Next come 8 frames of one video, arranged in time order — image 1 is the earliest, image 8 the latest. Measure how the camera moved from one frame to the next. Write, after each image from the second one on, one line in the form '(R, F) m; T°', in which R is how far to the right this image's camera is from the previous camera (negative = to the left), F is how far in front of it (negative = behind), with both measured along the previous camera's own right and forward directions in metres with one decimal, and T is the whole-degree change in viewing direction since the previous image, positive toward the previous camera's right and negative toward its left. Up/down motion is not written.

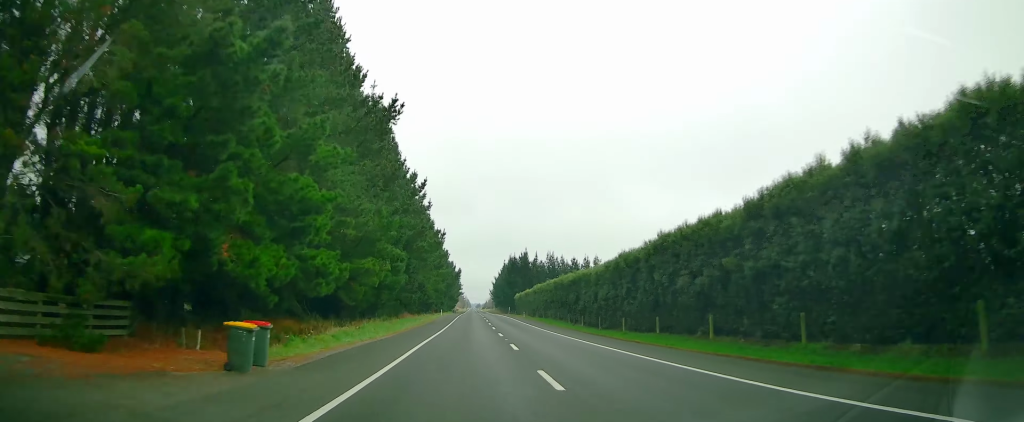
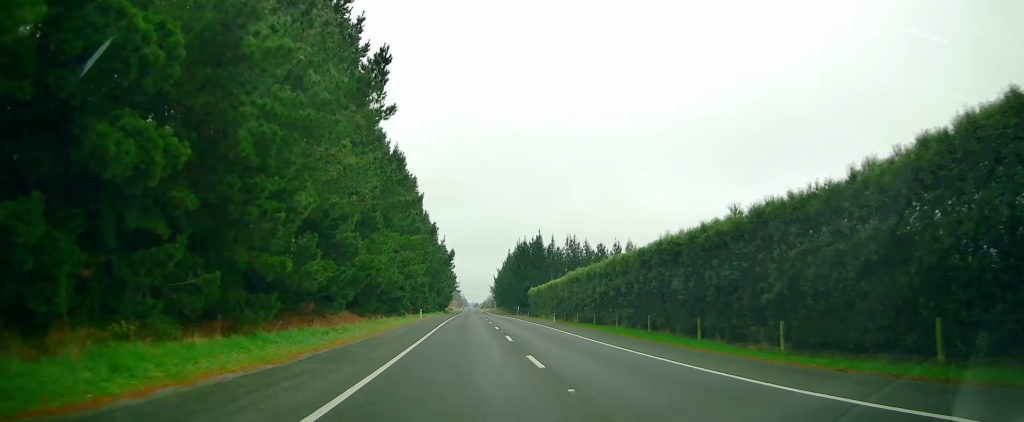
(-0.2, +36.6) m; -1°
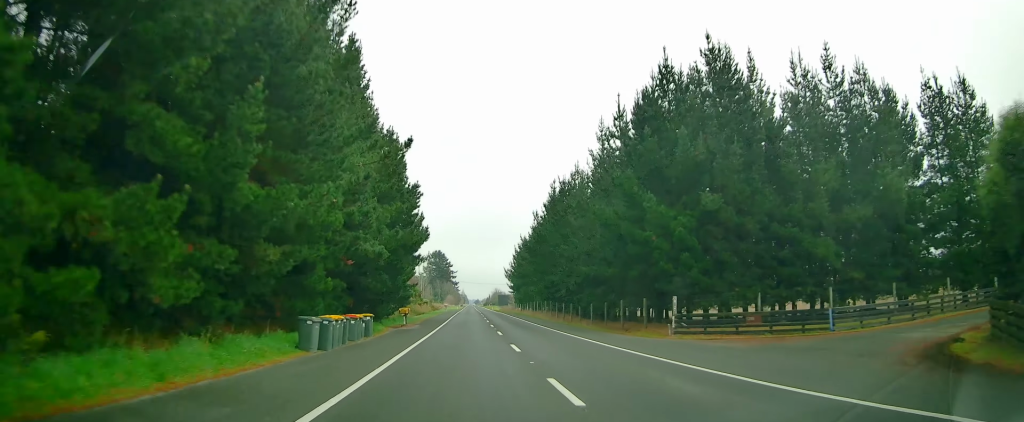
(0.0, +95.5) m; 0°
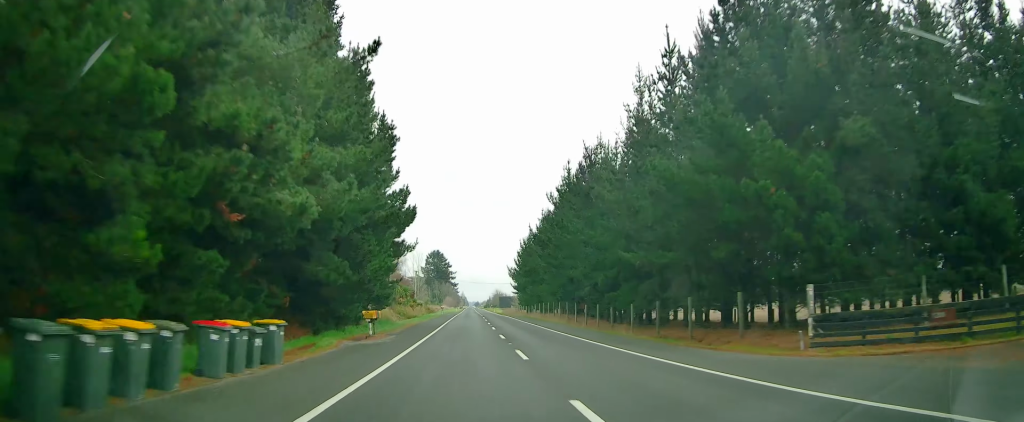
(0.0, +12.7) m; 0°
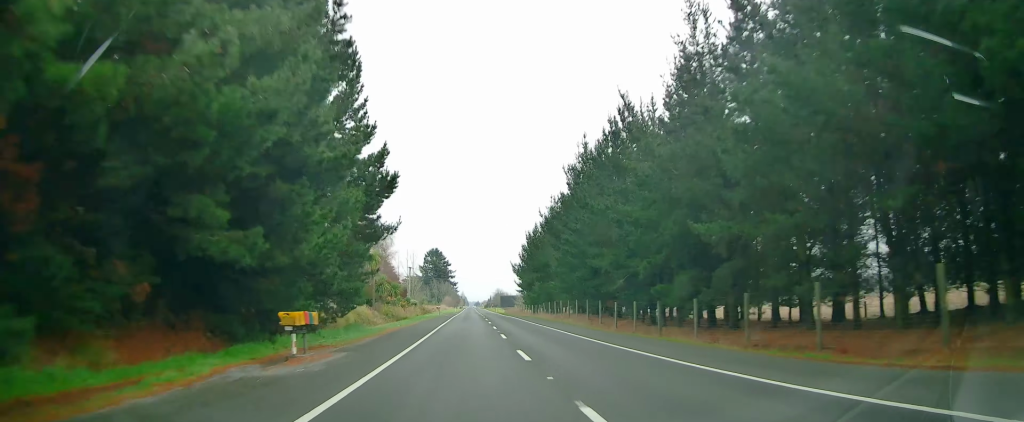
(-0.2, +10.9) m; 0°
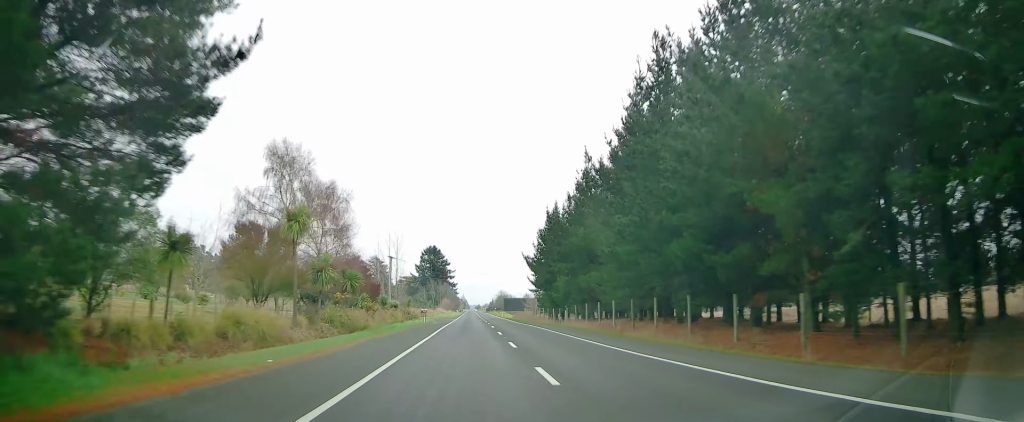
(+0.1, +24.4) m; 0°
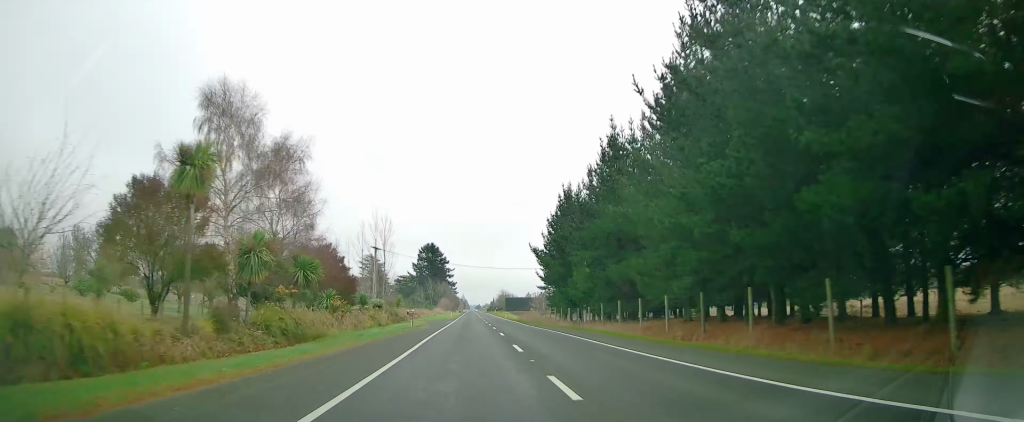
(+0.2, +11.7) m; 0°
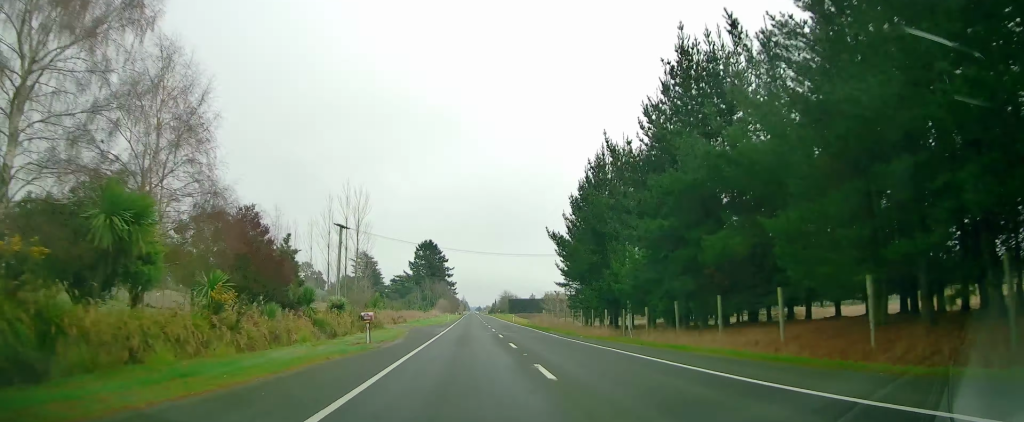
(-0.2, +17.1) m; -1°
